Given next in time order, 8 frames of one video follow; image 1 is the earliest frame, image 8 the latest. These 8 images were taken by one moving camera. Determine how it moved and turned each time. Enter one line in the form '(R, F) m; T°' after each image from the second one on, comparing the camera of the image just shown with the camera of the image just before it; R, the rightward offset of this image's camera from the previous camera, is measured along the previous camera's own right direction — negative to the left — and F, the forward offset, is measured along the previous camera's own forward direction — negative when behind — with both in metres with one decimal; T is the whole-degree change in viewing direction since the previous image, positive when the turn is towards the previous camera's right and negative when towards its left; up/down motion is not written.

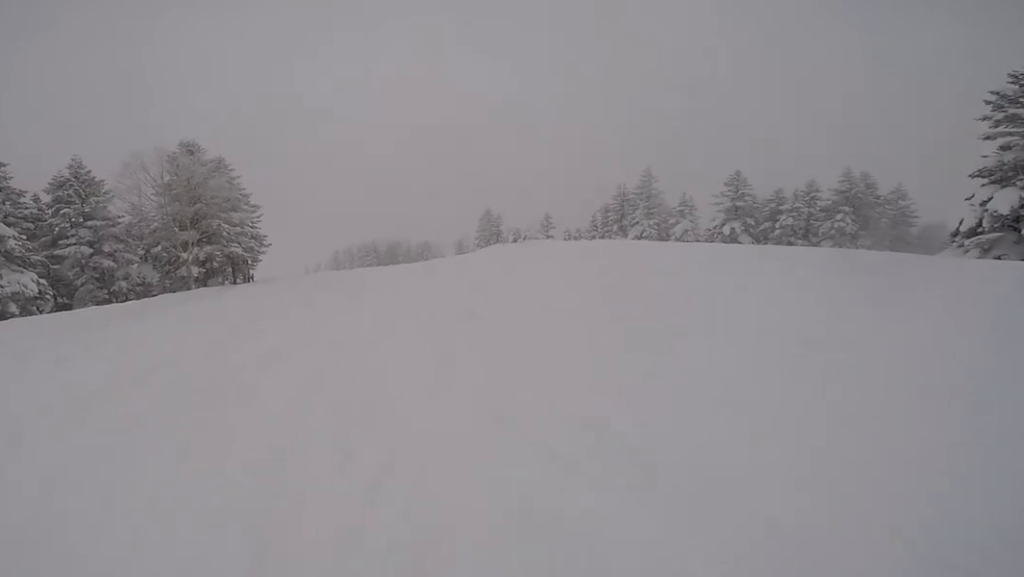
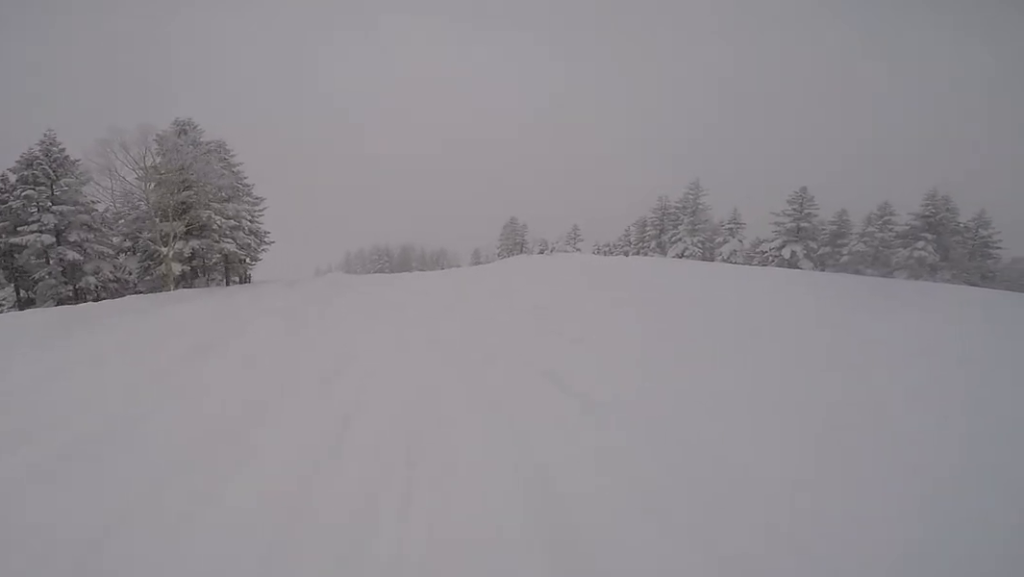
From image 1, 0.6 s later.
(+0.6, +4.2) m; 0°
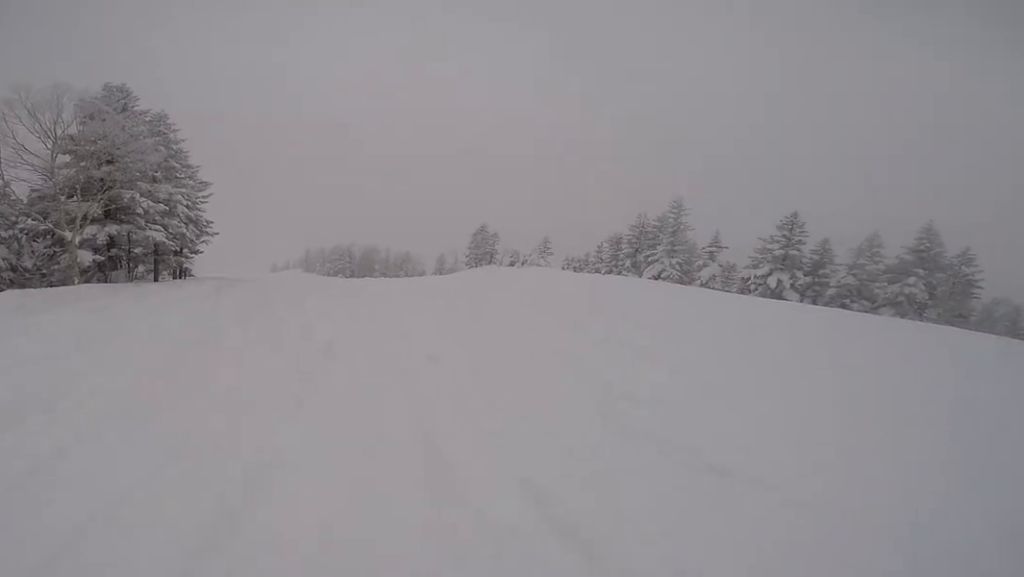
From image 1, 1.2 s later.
(-0.3, +3.6) m; +3°
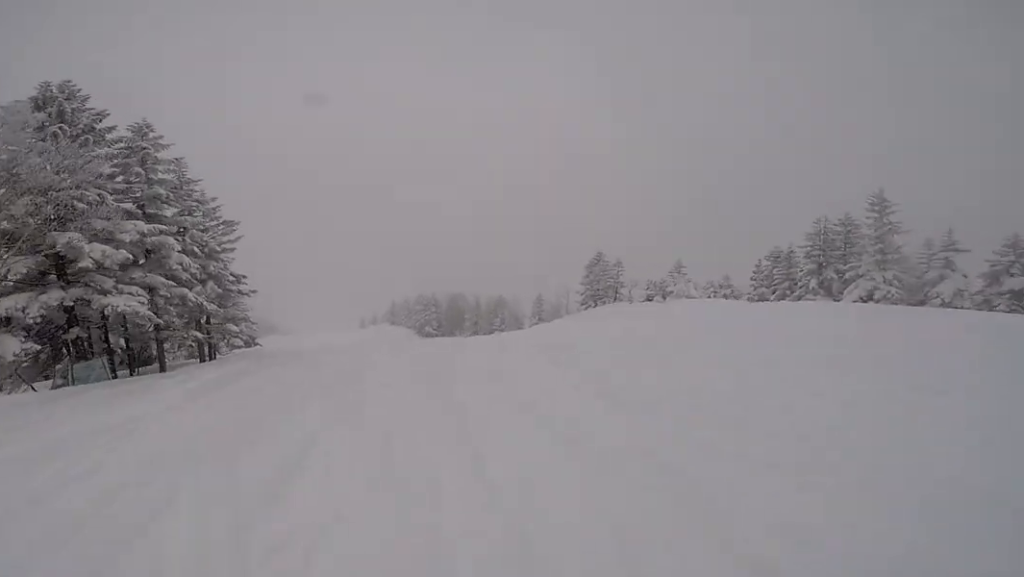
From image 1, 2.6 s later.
(+1.2, +8.8) m; +5°
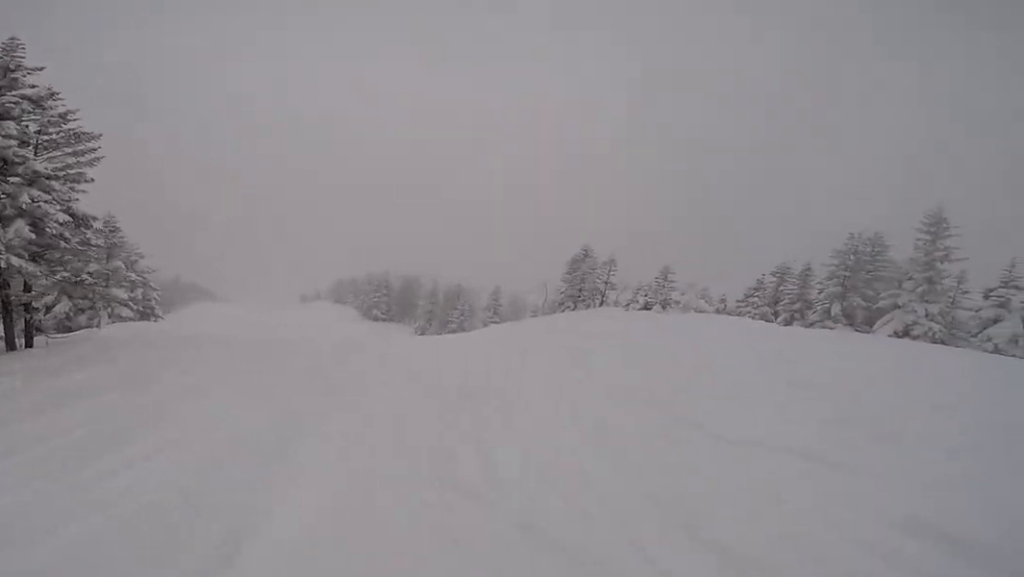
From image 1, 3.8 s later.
(-1.6, +6.9) m; -8°
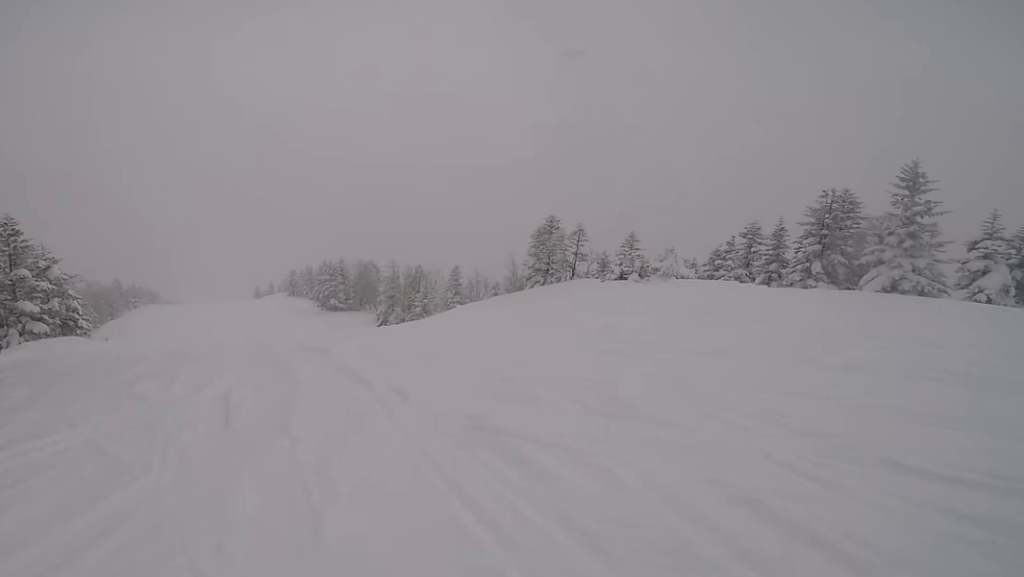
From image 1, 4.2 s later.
(+0.4, +2.8) m; +4°
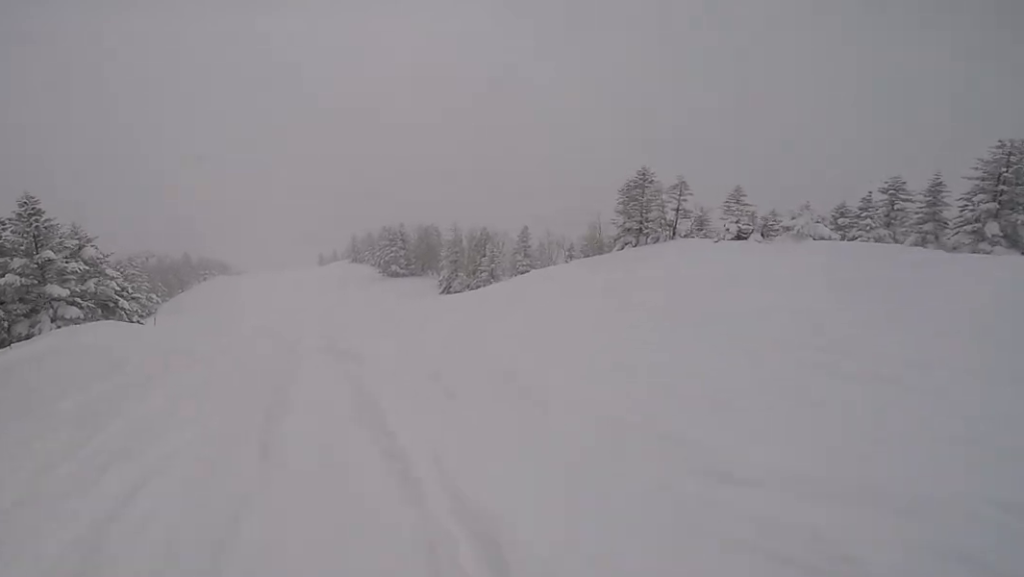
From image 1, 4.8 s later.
(+0.3, +3.8) m; +4°
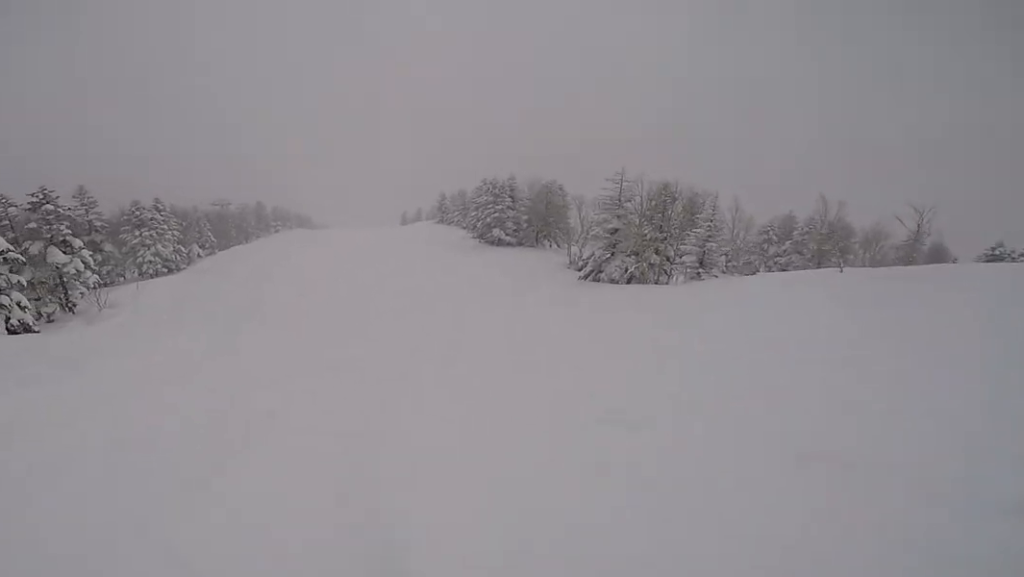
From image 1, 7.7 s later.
(-2.1, +19.3) m; -14°
